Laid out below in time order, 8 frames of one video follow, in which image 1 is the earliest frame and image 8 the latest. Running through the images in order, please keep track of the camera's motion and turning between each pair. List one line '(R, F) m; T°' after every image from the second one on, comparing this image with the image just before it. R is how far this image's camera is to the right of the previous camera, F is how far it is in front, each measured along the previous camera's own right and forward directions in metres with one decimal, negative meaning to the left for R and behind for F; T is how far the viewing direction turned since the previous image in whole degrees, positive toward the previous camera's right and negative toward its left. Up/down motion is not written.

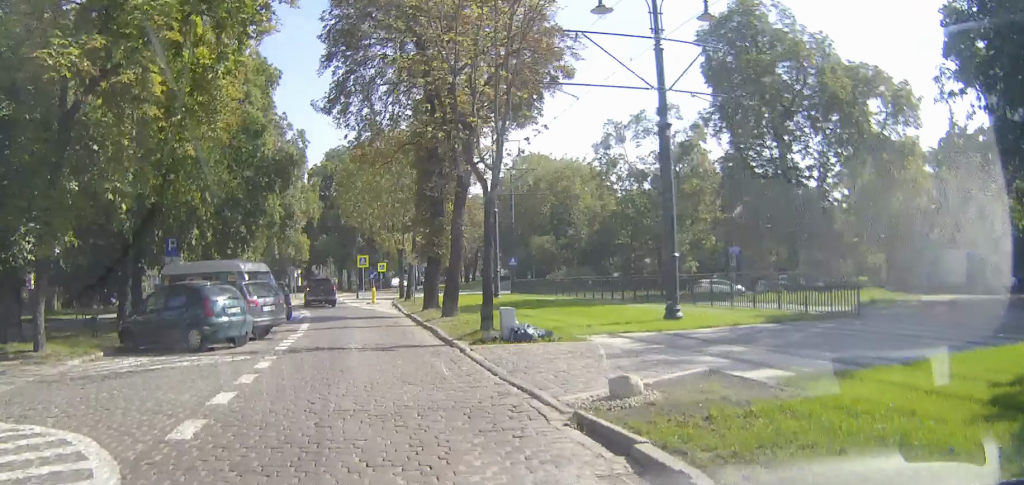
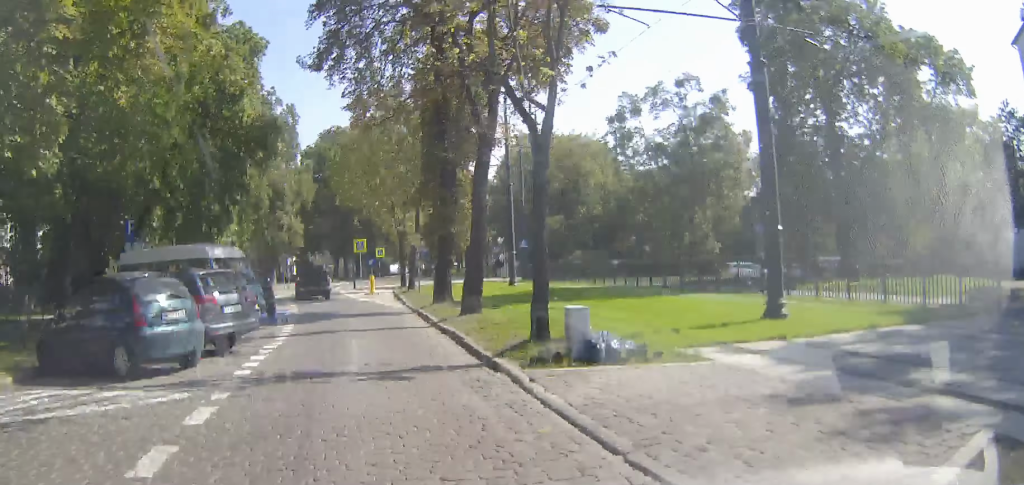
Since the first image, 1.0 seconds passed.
(0.0, +5.3) m; 0°
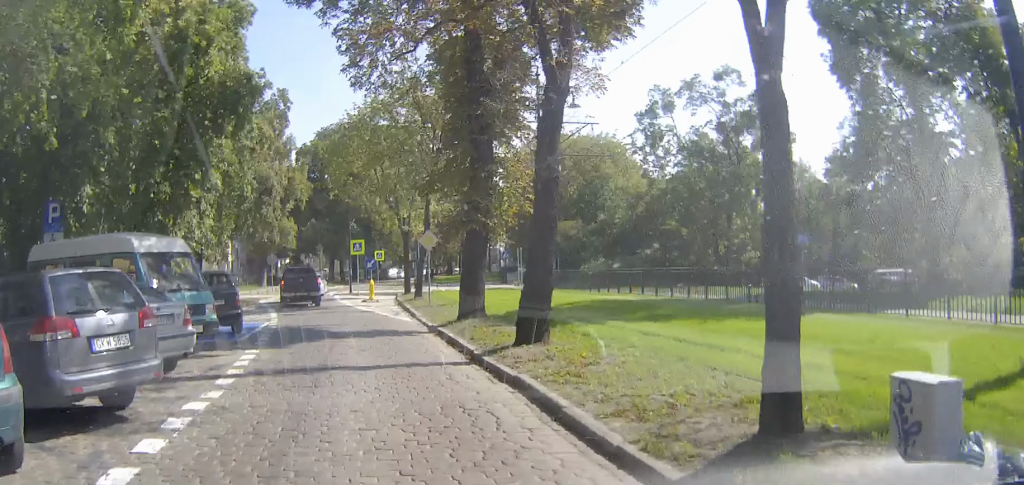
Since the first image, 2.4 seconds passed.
(0.0, +6.9) m; 0°
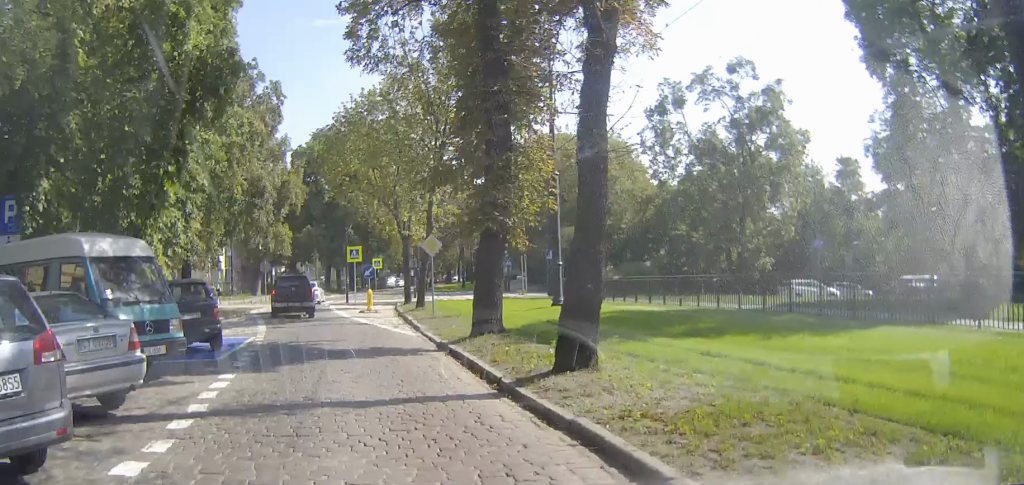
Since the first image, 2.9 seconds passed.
(0.0, +2.5) m; 0°
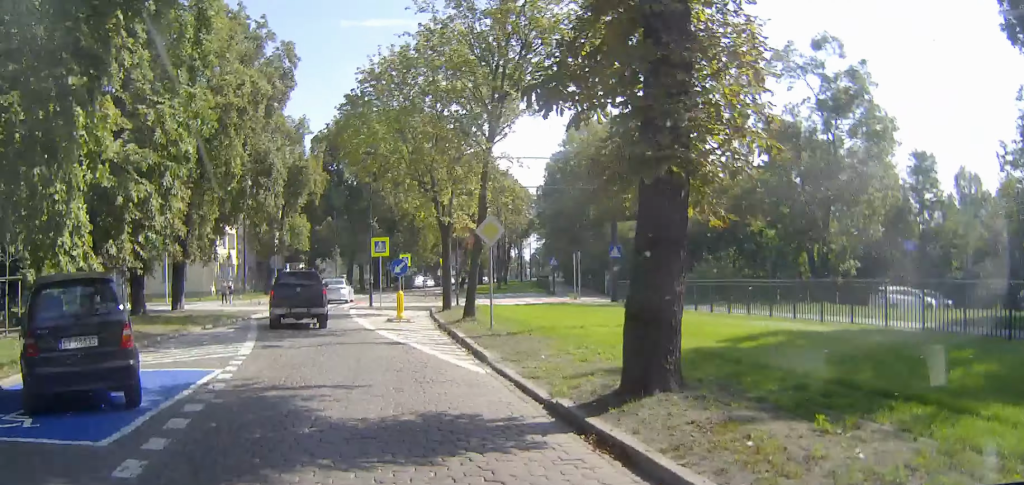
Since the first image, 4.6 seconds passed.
(0.0, +7.9) m; 0°
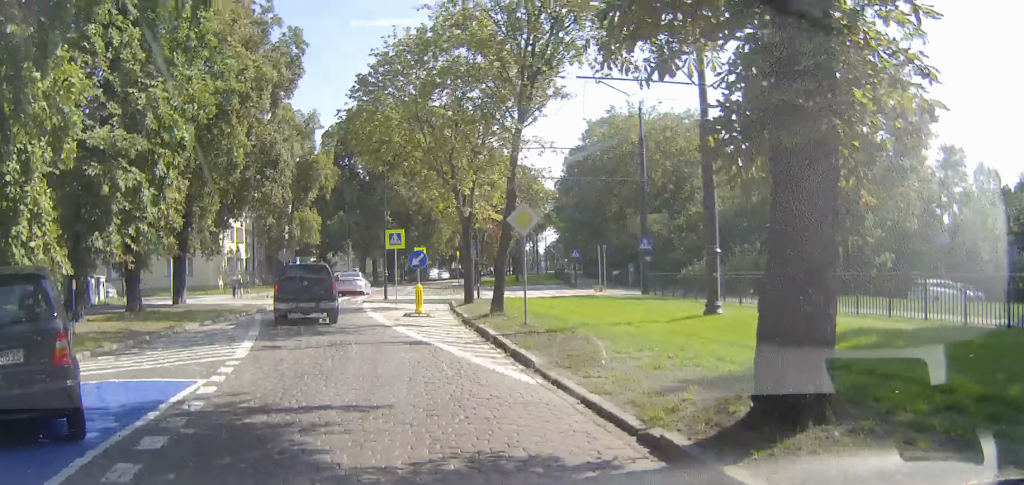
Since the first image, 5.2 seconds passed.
(0.0, +2.7) m; 0°
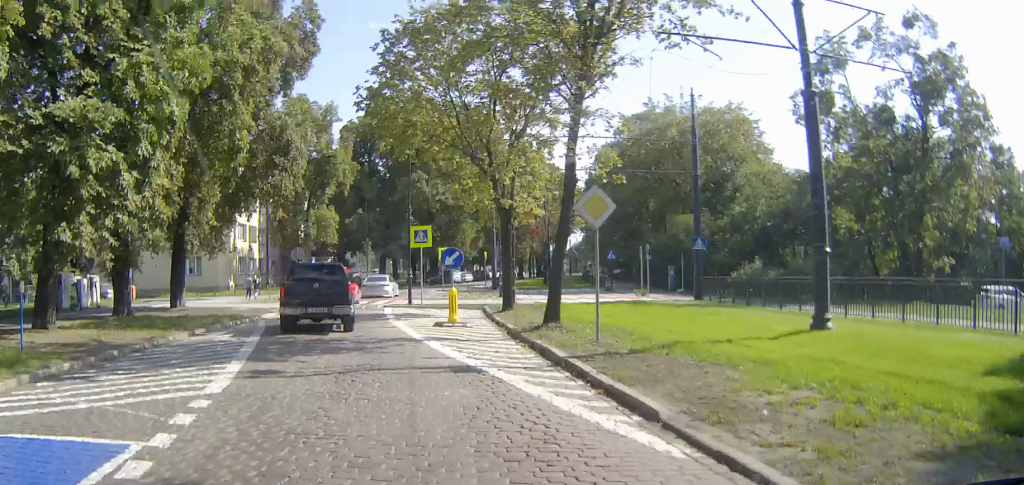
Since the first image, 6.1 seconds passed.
(0.0, +4.4) m; 0°
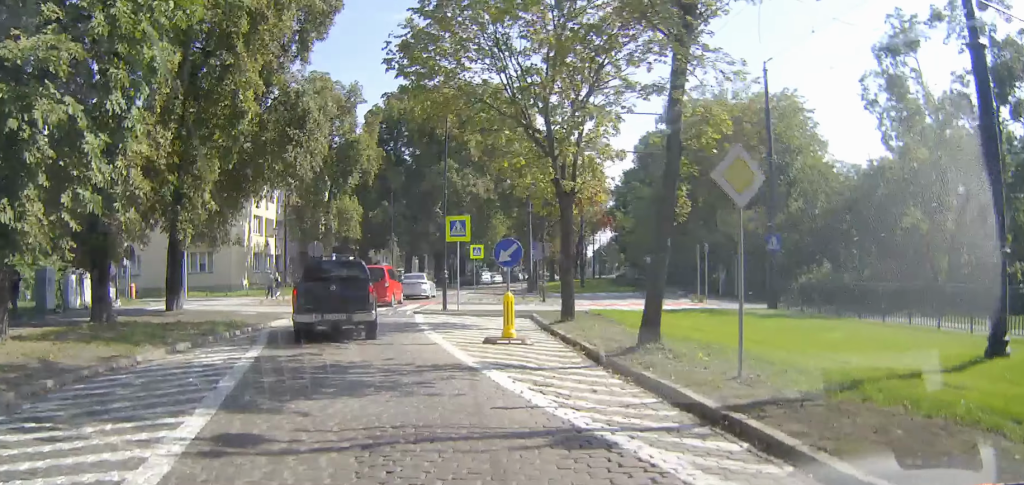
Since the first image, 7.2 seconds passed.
(0.0, +5.3) m; 0°
